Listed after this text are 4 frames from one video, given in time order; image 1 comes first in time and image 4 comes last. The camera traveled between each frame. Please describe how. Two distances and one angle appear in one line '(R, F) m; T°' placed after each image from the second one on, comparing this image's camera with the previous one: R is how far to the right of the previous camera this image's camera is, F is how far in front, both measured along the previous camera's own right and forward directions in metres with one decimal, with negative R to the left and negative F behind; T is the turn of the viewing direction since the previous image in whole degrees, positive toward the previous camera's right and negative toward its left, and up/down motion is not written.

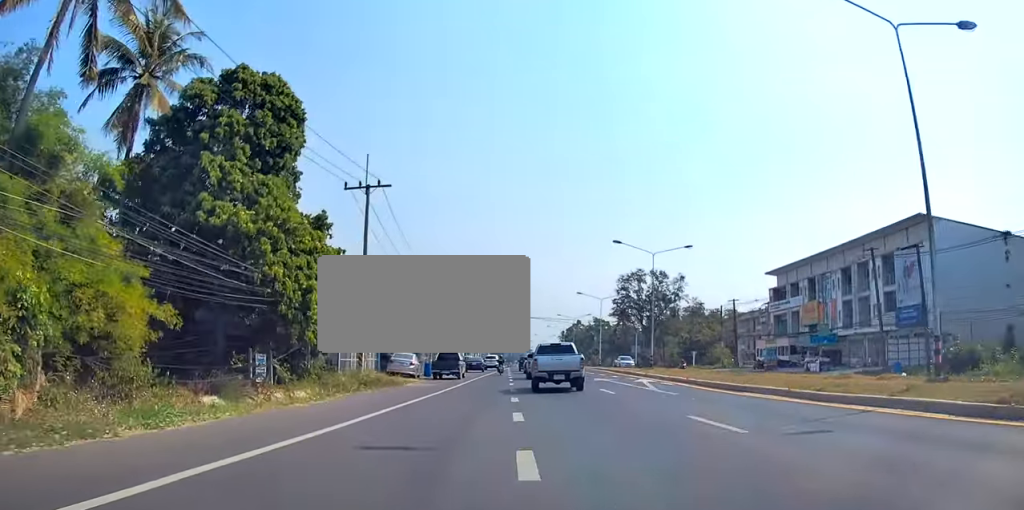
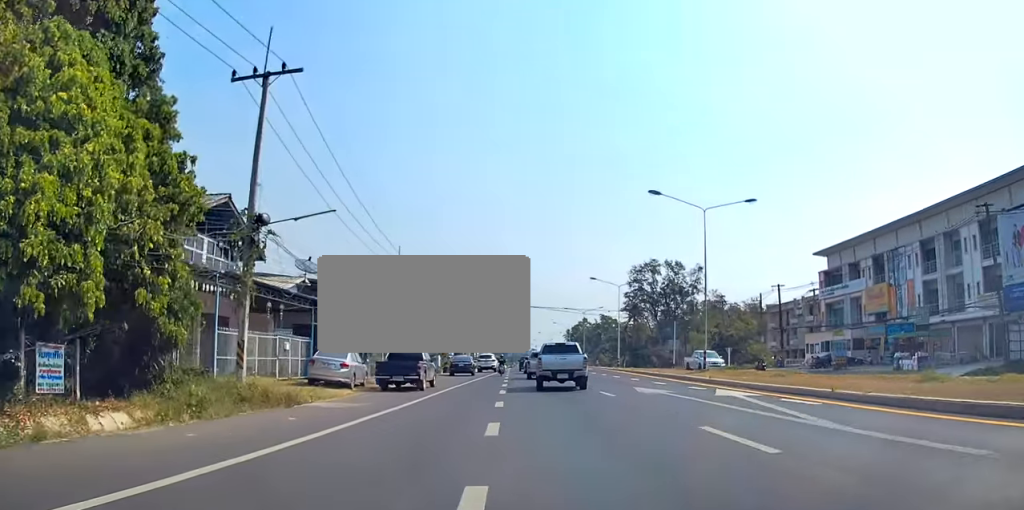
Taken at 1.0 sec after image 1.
(+0.2, +15.2) m; 0°
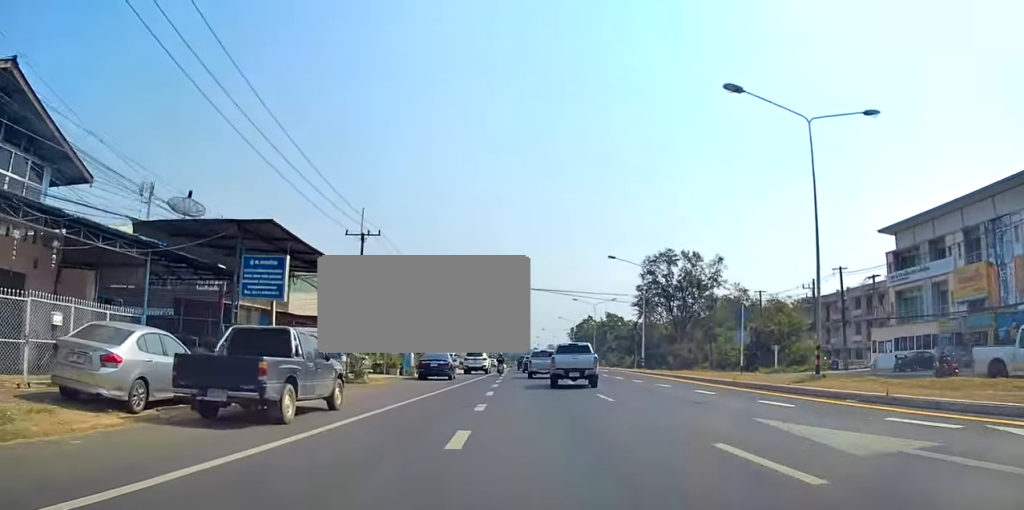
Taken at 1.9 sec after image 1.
(-0.1, +14.7) m; -1°
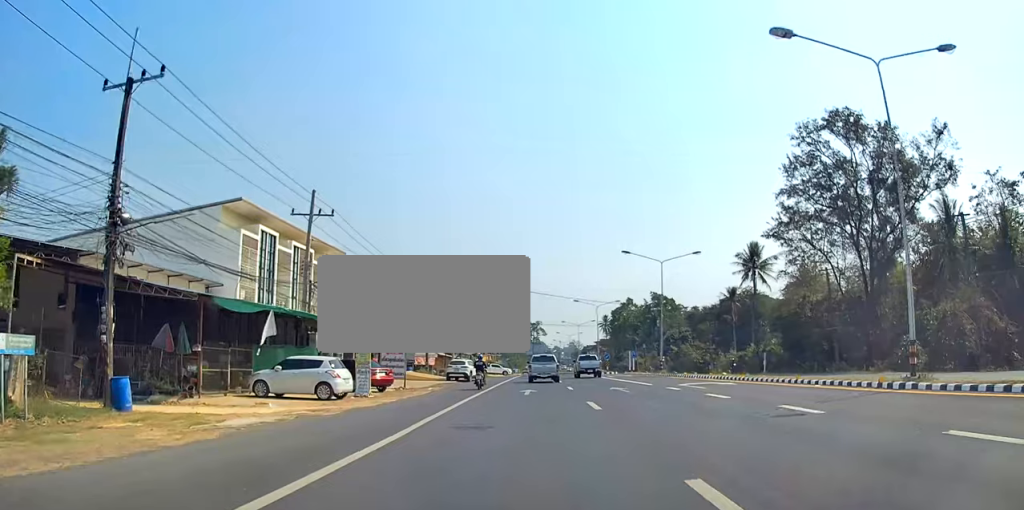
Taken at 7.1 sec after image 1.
(-0.1, +78.3) m; -1°
